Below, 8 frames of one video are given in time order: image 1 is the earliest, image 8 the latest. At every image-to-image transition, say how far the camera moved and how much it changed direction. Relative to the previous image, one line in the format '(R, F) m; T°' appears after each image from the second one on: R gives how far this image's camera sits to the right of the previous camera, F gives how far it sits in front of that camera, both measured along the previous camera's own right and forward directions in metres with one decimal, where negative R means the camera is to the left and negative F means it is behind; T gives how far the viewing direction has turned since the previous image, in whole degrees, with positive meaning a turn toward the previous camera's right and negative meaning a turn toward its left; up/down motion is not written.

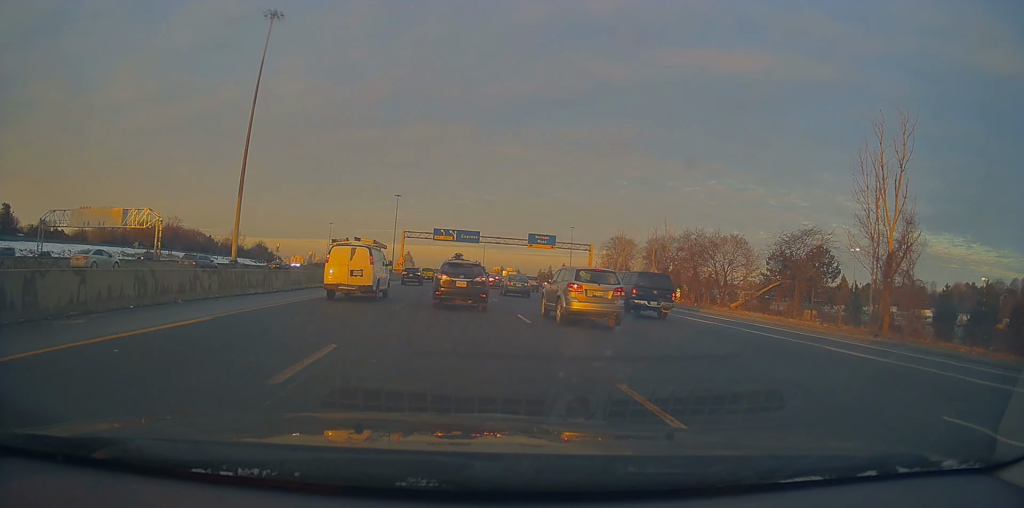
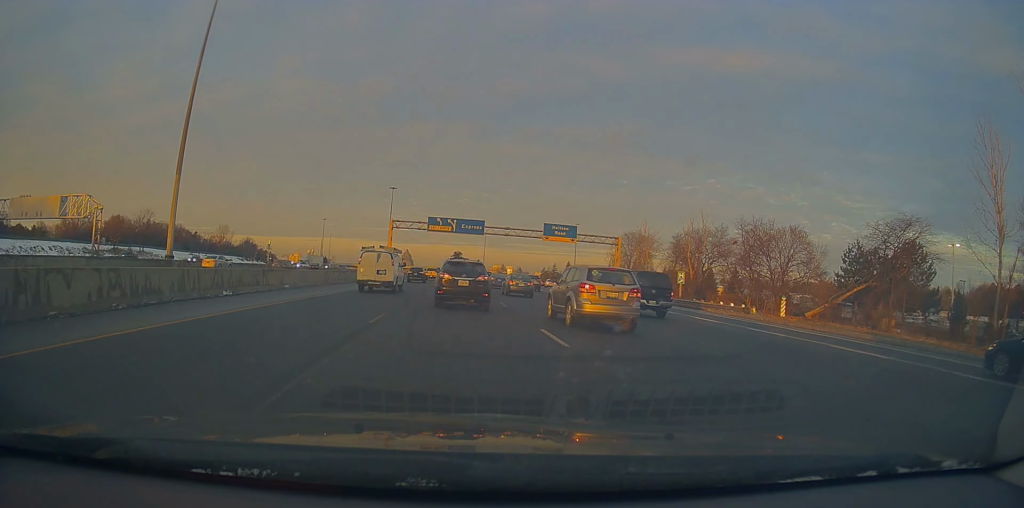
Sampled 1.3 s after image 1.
(-0.4, +17.6) m; 0°
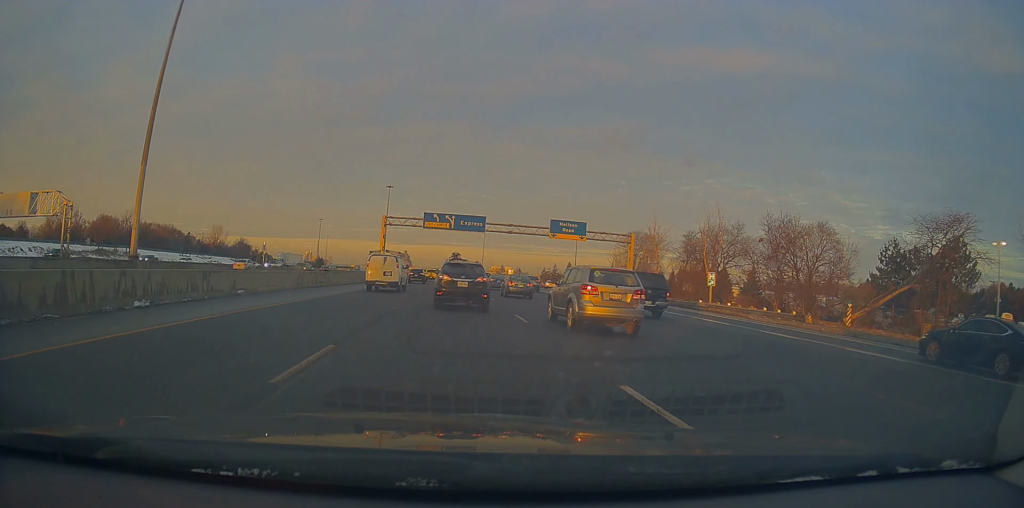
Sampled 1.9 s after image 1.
(+0.3, +6.9) m; +1°
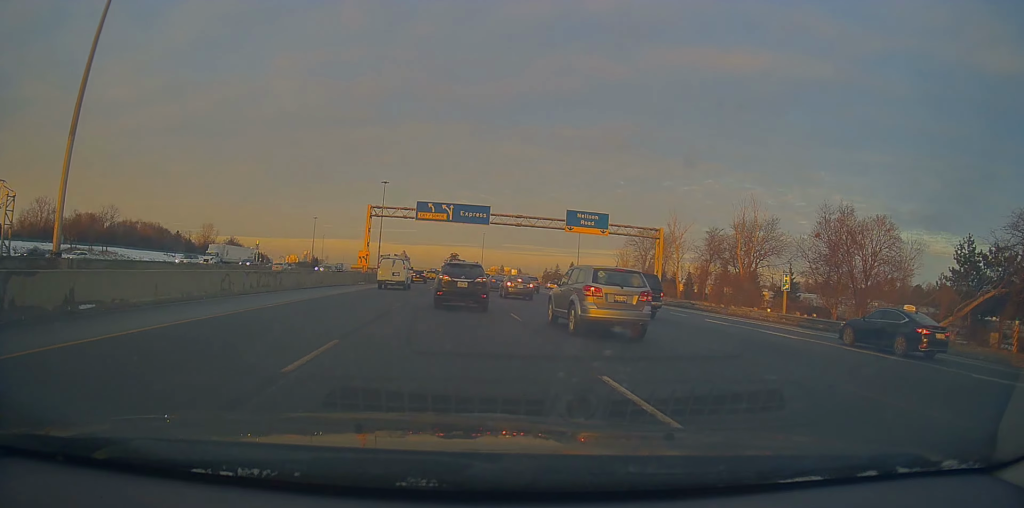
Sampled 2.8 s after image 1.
(+0.2, +11.5) m; +1°
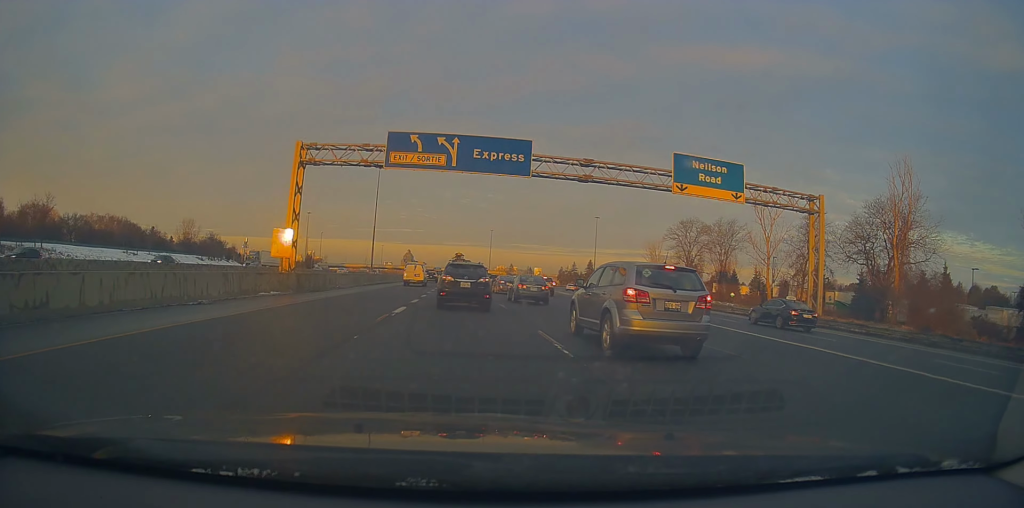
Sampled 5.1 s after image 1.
(-0.2, +29.7) m; -2°
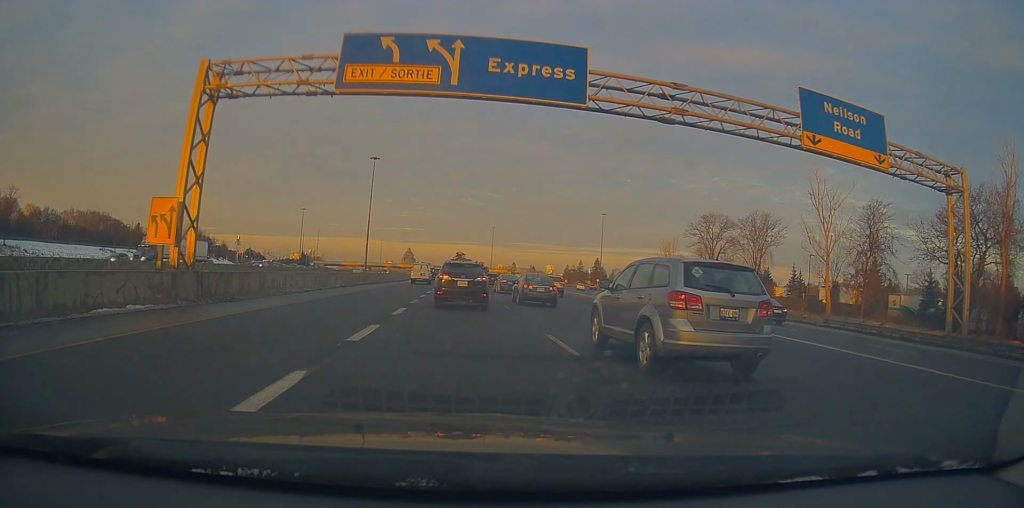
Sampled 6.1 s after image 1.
(-0.4, +13.4) m; 0°
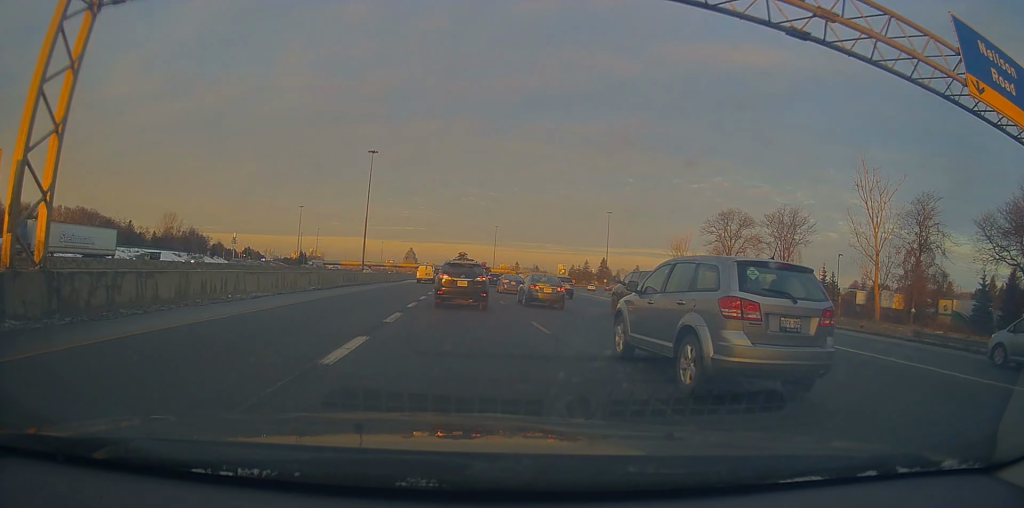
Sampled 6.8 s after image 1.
(+0.2, +8.6) m; 0°
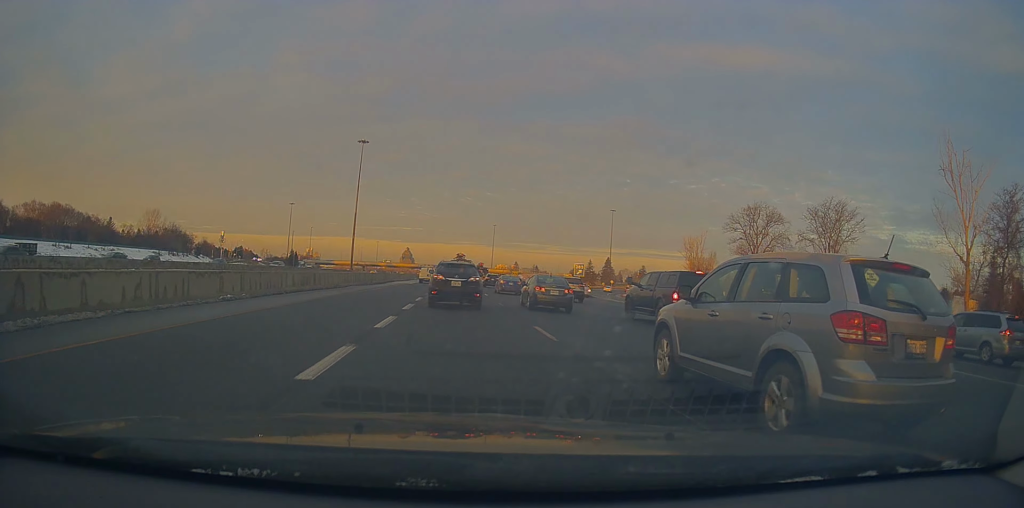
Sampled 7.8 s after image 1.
(-0.1, +13.3) m; 0°
